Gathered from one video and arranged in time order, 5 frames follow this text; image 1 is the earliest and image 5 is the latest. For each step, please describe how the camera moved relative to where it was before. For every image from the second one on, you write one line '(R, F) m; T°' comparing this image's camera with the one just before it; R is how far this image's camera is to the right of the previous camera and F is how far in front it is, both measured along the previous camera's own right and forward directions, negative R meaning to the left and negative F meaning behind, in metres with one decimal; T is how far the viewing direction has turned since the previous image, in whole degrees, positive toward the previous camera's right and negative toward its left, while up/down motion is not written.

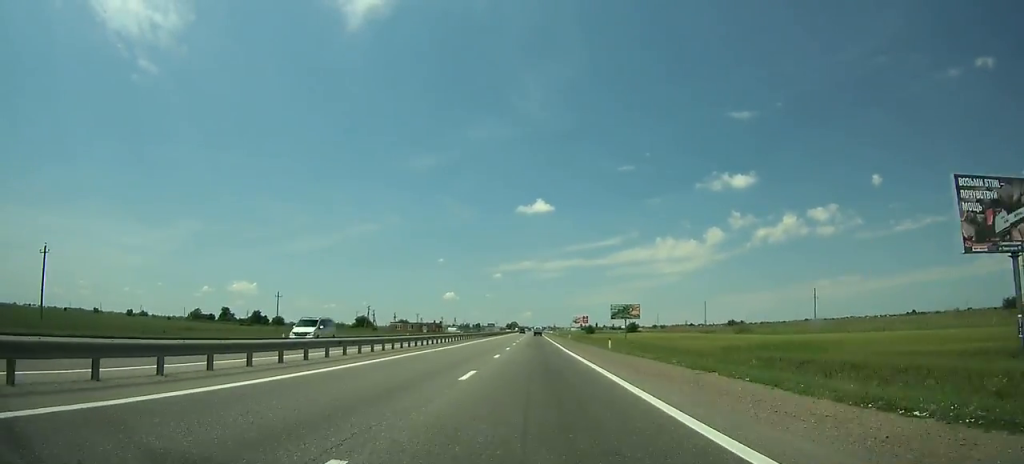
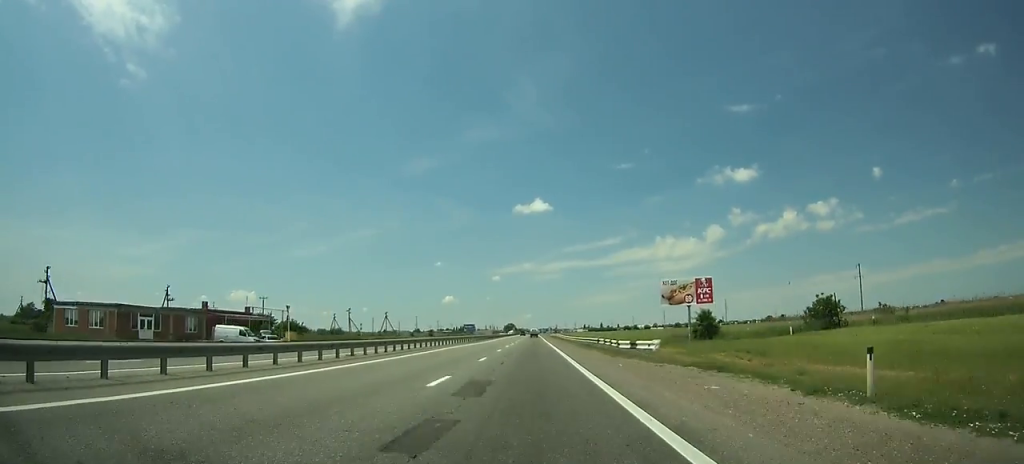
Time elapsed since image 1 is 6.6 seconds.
(-1.0, +156.2) m; -1°
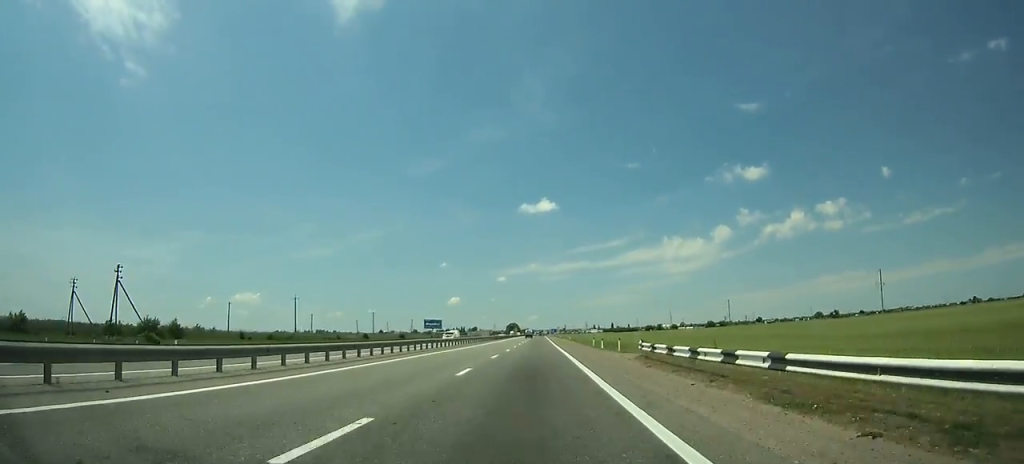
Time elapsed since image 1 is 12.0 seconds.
(-0.6, +127.2) m; 0°
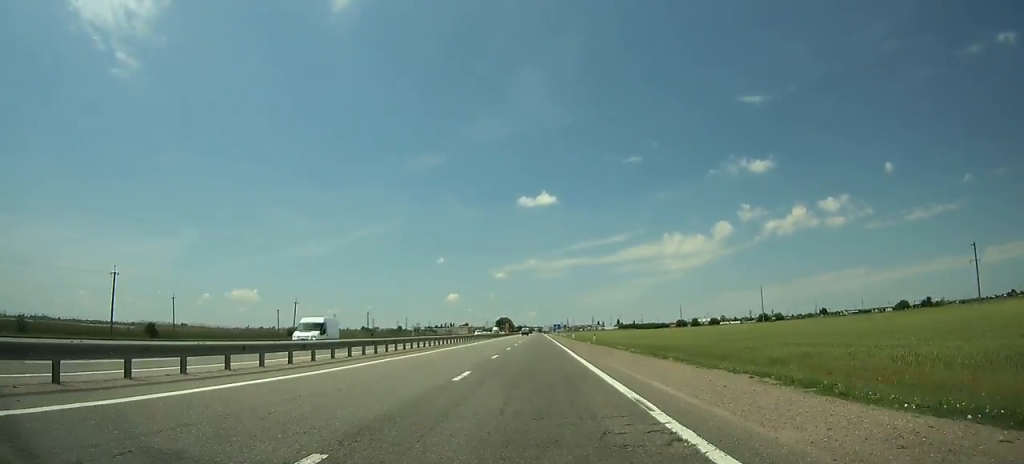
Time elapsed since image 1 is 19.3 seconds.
(+0.2, +168.6) m; 0°
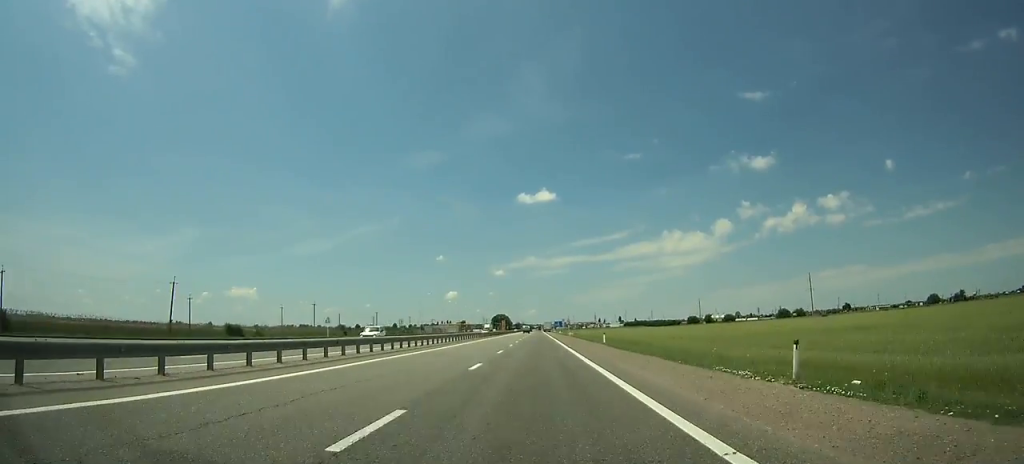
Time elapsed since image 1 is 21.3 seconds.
(-0.2, +45.2) m; 0°
